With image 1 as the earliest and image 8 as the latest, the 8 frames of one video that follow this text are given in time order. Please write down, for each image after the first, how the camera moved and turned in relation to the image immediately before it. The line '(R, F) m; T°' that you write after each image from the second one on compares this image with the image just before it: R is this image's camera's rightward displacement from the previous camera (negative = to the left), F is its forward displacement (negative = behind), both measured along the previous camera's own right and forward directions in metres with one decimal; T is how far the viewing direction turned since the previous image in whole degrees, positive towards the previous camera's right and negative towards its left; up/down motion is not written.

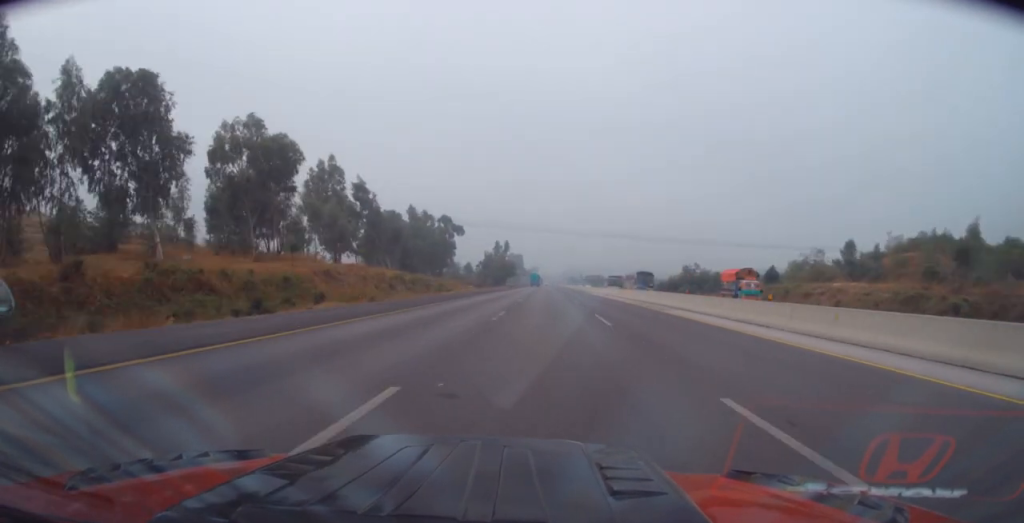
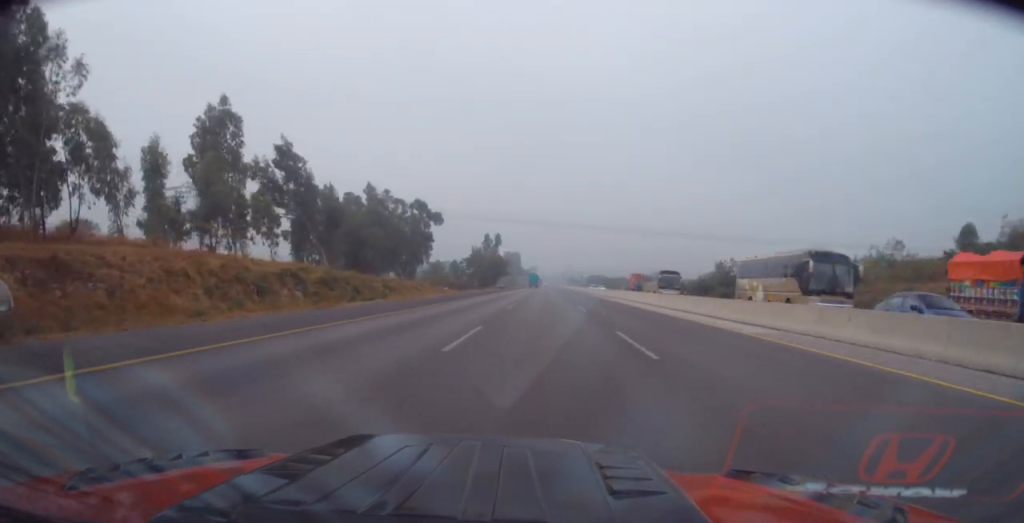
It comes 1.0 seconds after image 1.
(+0.2, +26.4) m; +1°
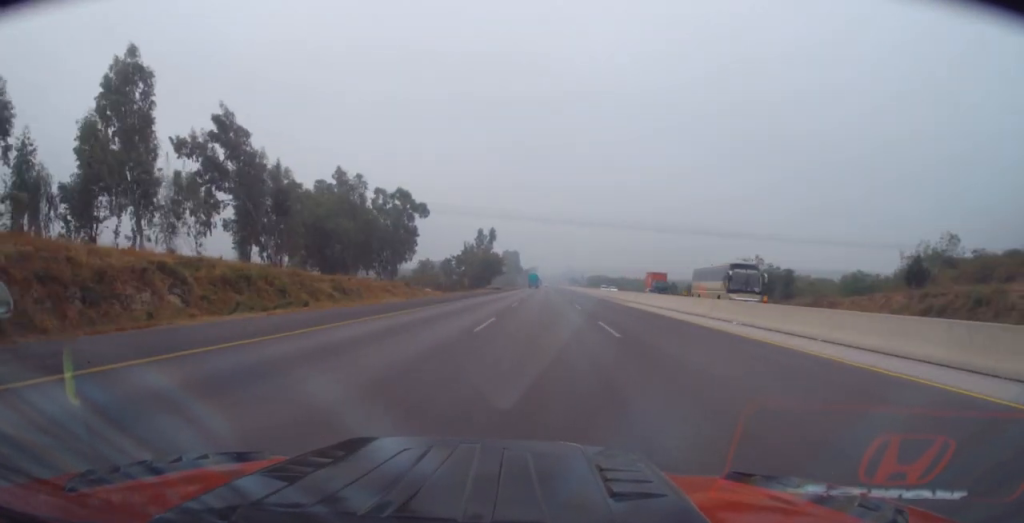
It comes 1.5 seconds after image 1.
(0.0, +12.9) m; 0°
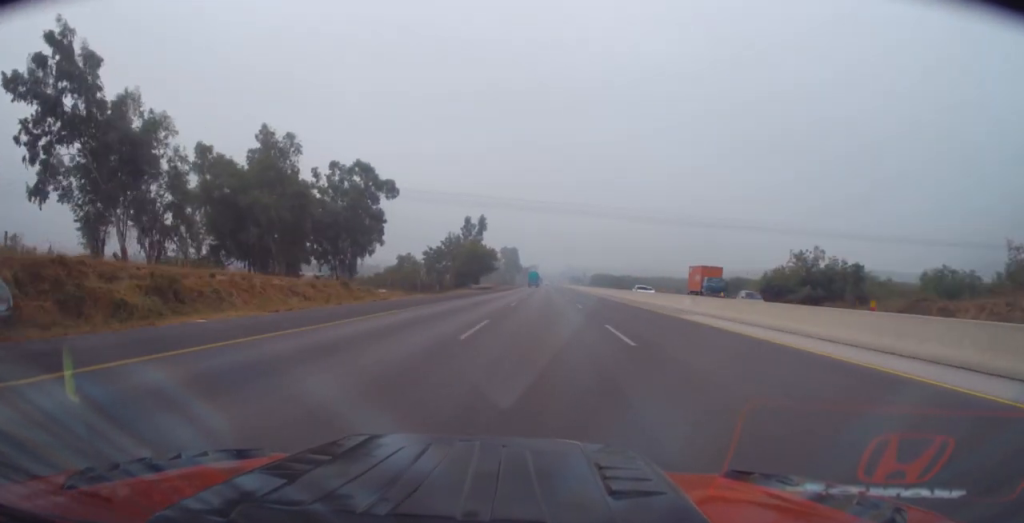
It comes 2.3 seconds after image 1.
(0.0, +20.7) m; 0°
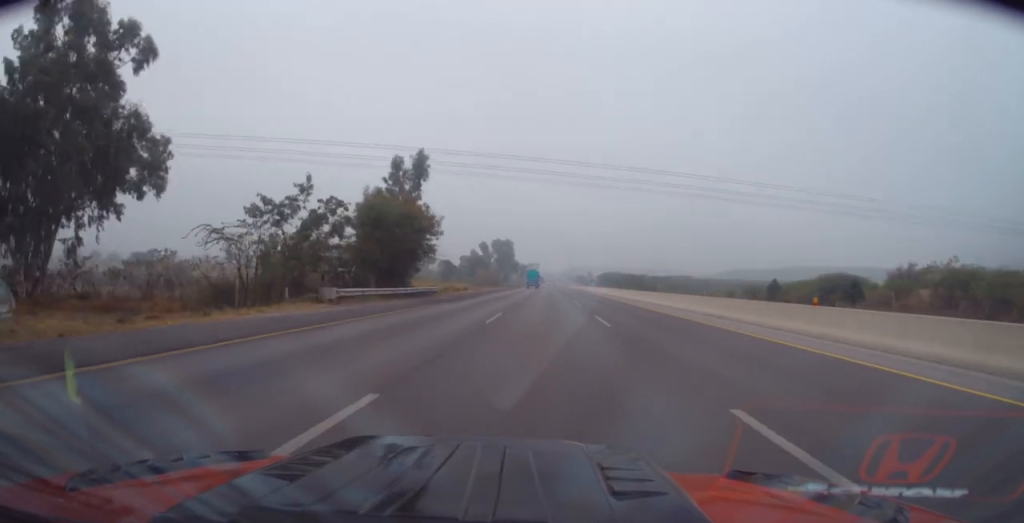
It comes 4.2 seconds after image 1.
(-0.4, +48.8) m; -1°
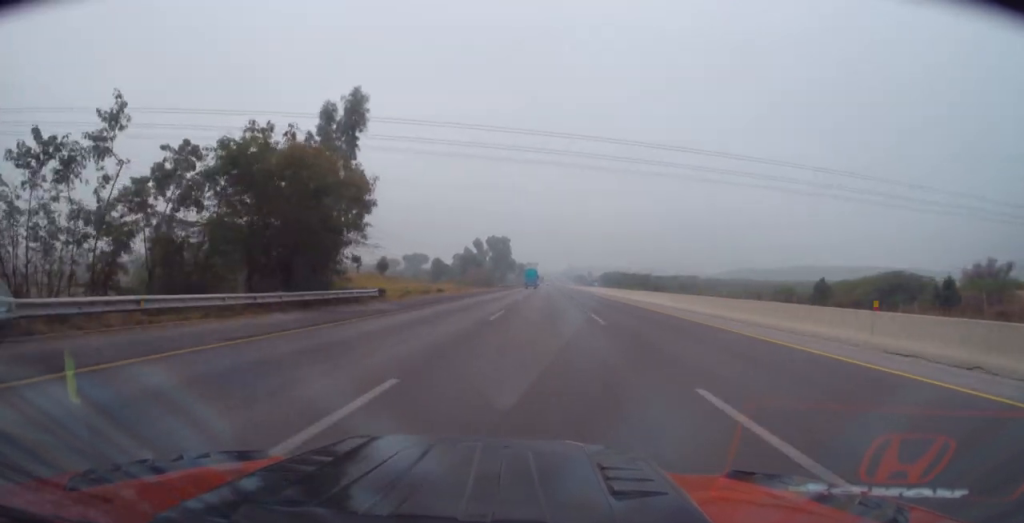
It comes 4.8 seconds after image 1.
(-0.1, +16.7) m; 0°
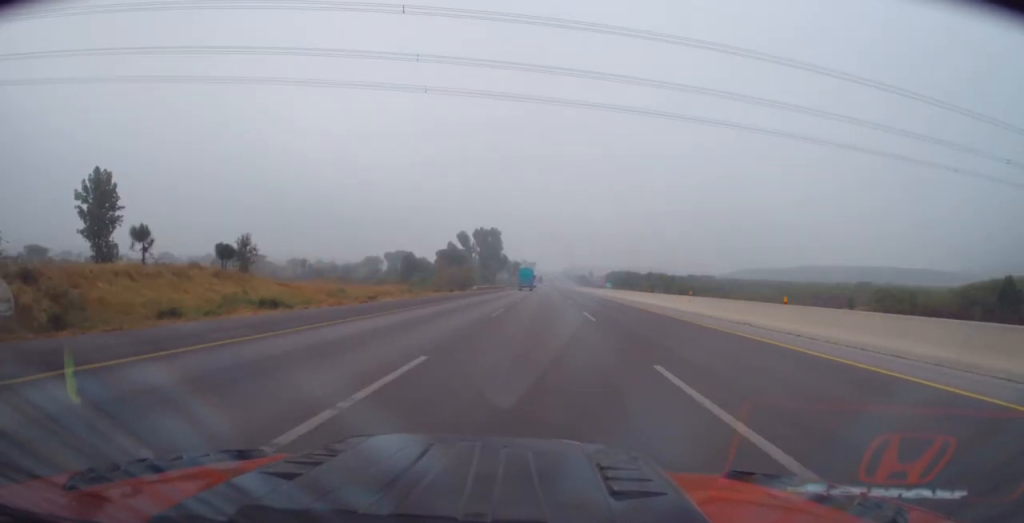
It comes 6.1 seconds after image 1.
(+0.3, +33.9) m; 0°
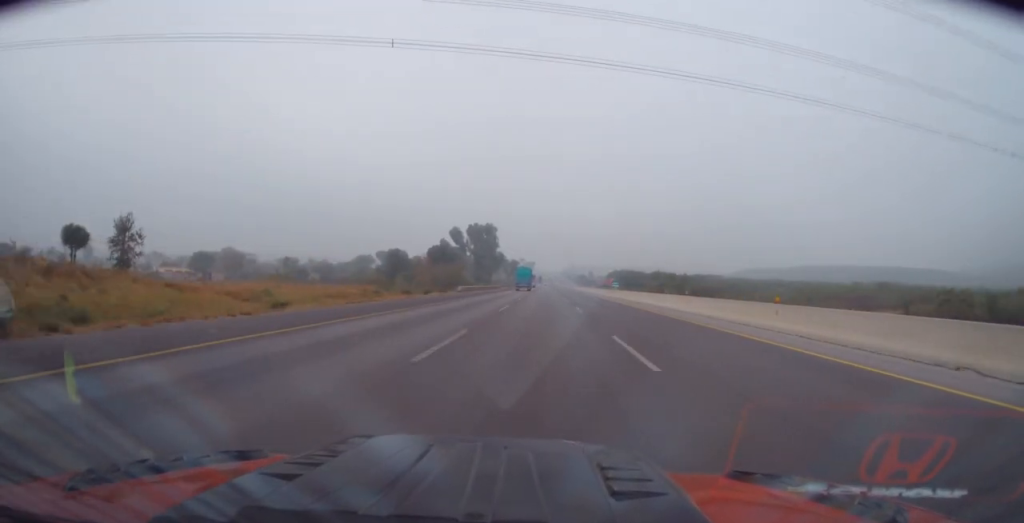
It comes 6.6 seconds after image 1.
(0.0, +12.5) m; 0°
